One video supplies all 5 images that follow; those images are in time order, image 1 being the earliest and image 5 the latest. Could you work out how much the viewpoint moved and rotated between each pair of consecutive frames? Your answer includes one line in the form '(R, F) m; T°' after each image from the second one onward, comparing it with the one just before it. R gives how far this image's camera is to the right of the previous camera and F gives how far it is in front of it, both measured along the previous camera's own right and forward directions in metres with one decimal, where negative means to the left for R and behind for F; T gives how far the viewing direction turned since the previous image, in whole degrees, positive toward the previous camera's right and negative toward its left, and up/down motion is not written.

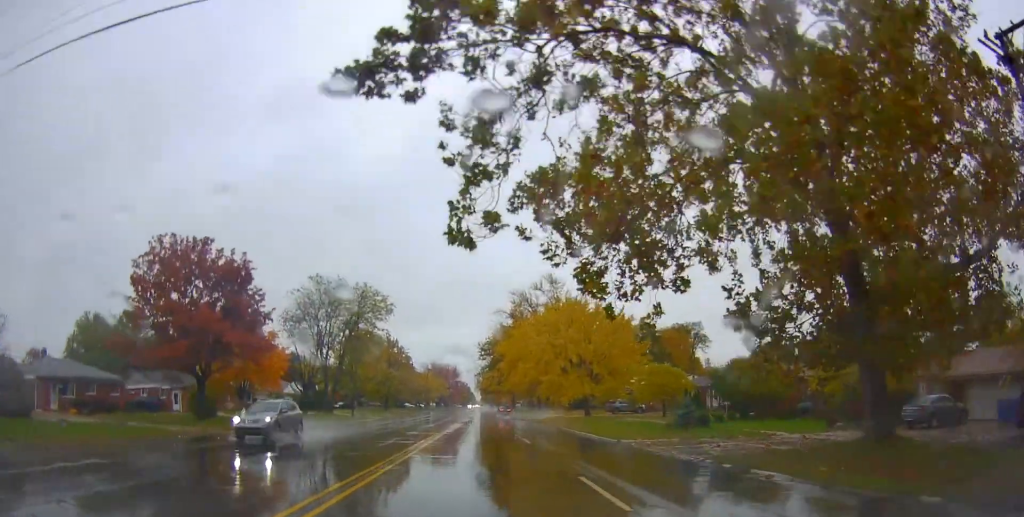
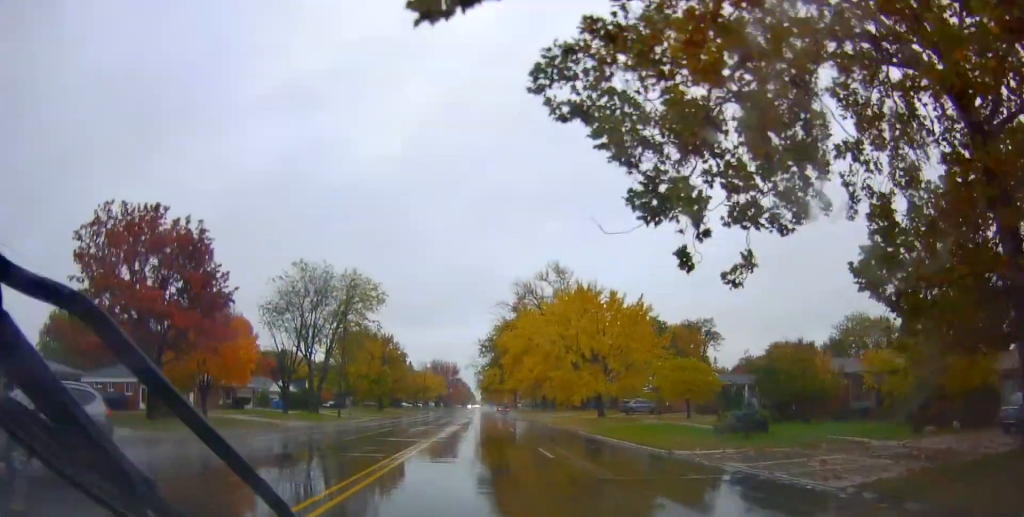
(0.0, +6.7) m; 0°
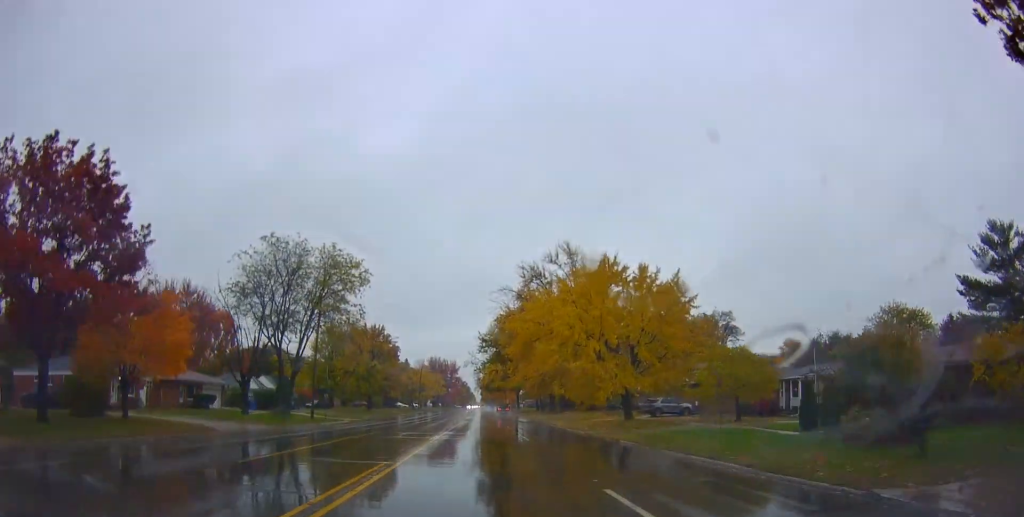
(-0.2, +10.1) m; 0°
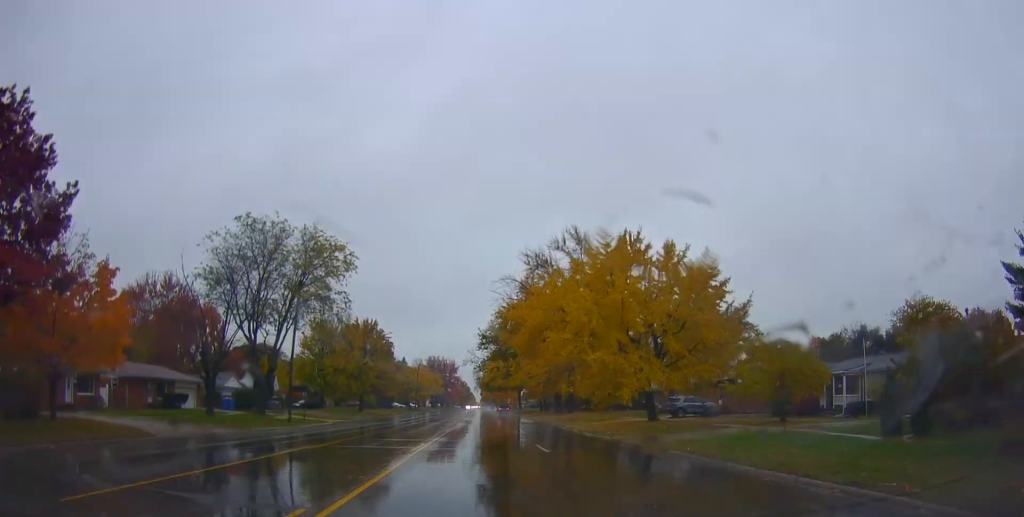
(-0.1, +6.5) m; 0°
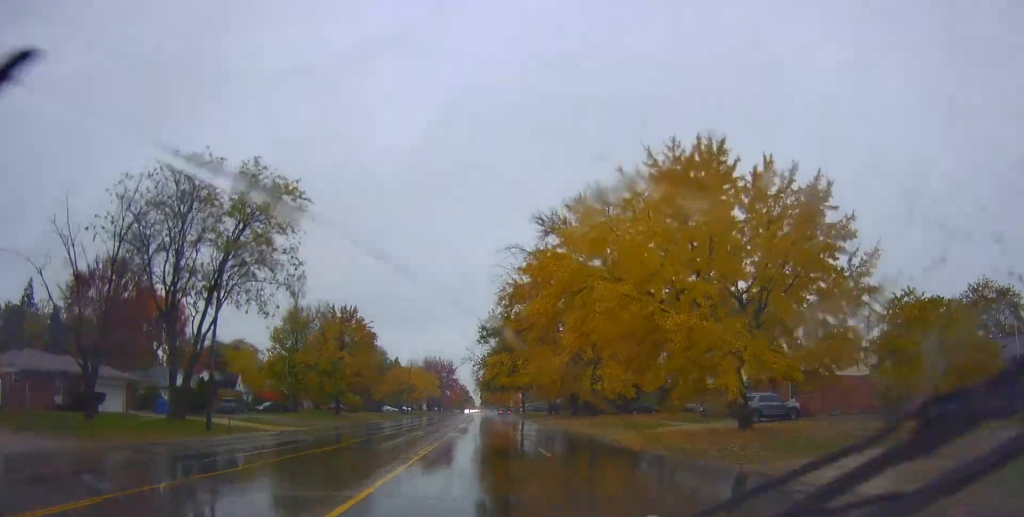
(+0.4, +14.5) m; -1°
